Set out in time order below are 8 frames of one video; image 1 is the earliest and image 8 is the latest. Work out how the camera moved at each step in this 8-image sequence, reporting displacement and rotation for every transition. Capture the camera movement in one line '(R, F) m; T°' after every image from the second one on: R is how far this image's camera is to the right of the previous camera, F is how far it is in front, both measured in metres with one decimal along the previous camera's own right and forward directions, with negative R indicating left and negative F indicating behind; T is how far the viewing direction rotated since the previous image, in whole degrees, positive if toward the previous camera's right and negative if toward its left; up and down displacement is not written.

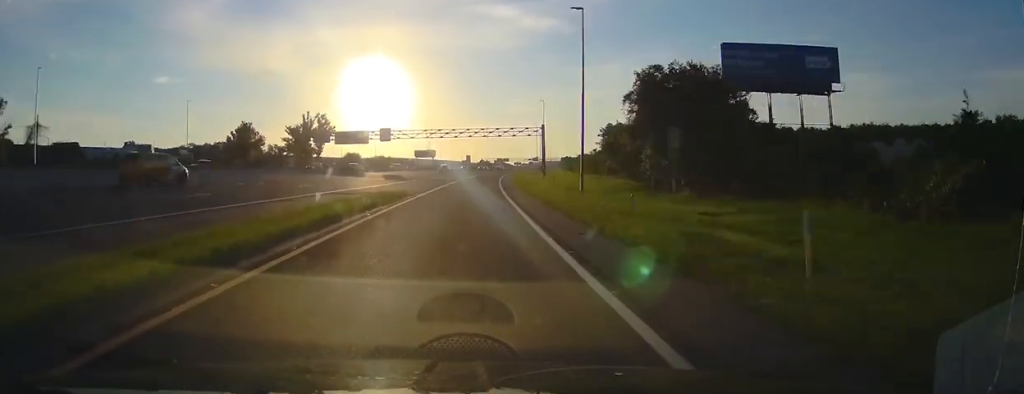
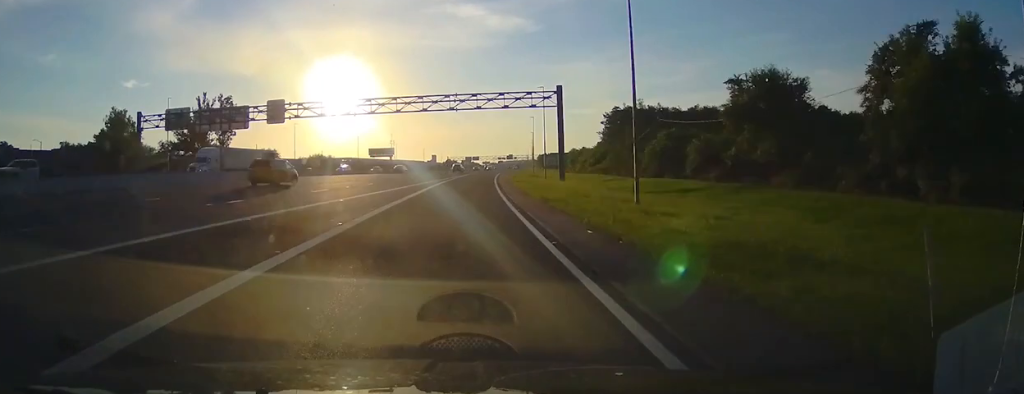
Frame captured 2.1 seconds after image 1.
(+0.9, +61.0) m; +3°
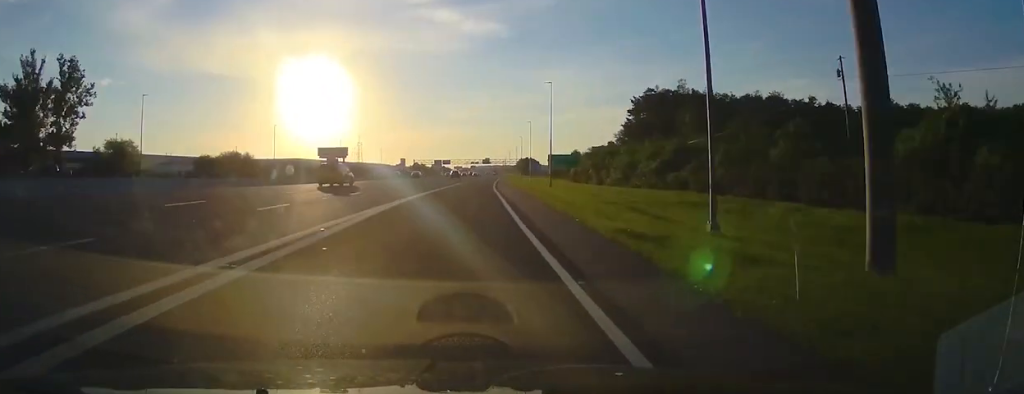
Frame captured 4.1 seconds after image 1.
(+3.2, +60.7) m; +2°
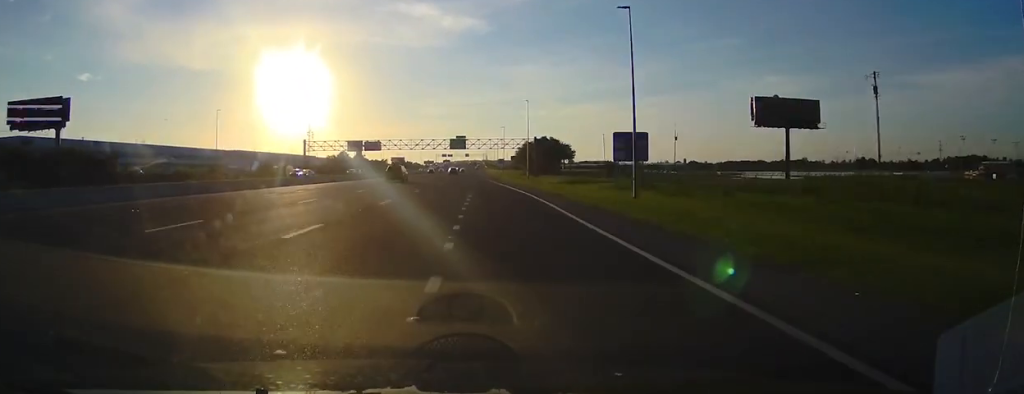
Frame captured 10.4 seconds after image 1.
(+2.9, +196.5) m; +1°
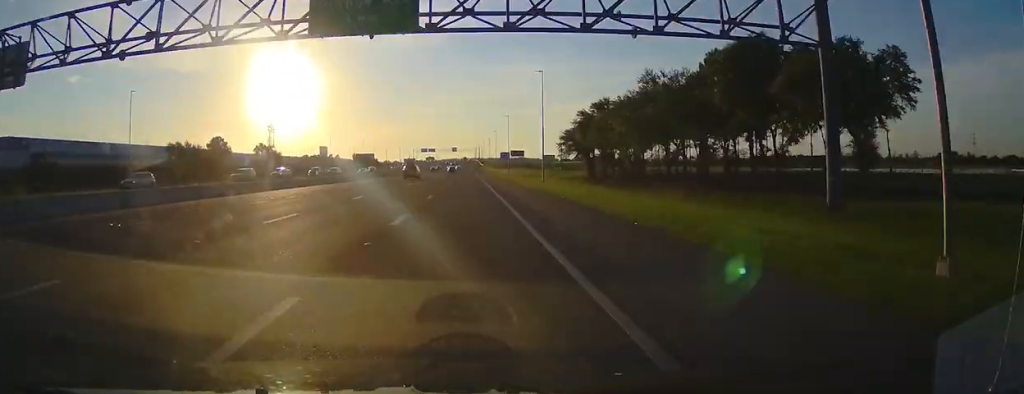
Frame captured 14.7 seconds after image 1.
(+1.1, +137.4) m; +1°
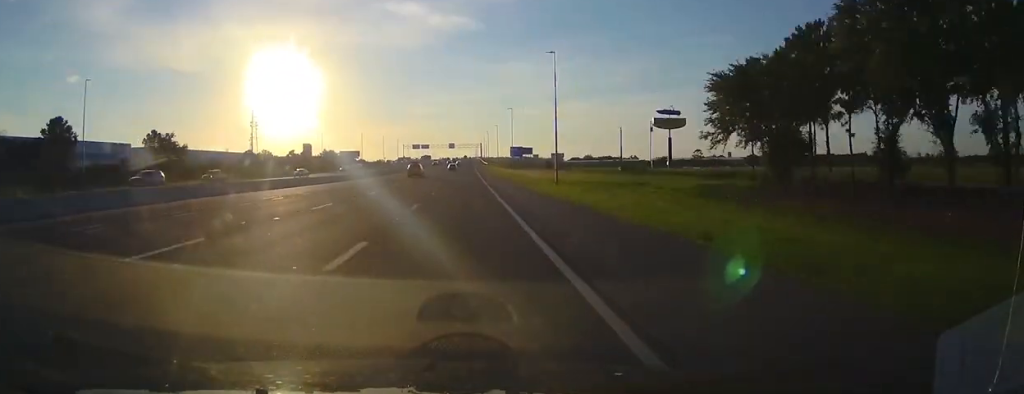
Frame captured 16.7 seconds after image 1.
(+1.6, +67.0) m; 0°
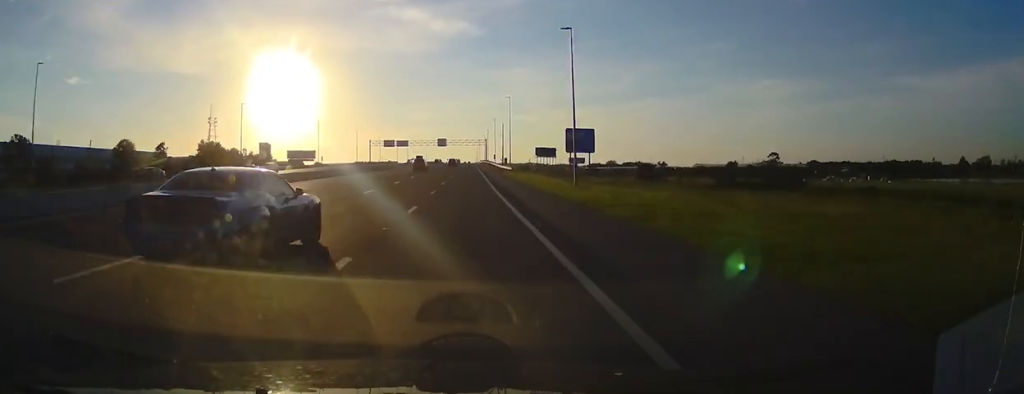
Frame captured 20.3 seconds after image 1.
(-1.0, +117.3) m; 0°
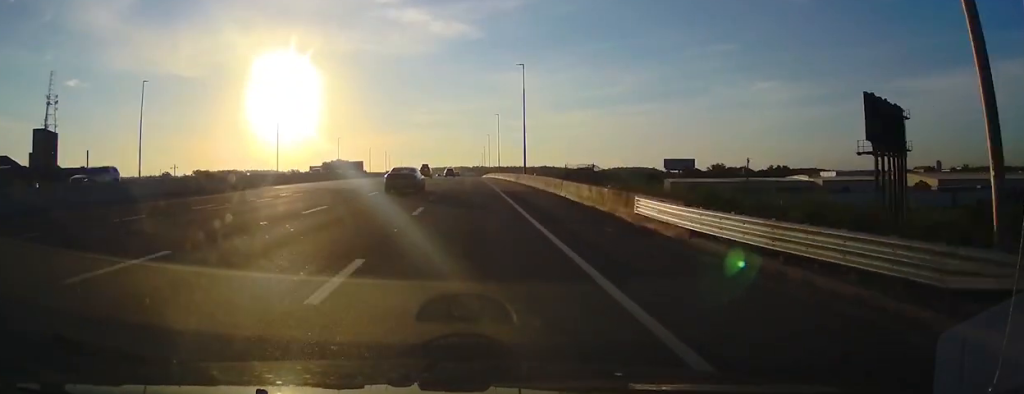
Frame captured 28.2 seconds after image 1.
(-0.9, +258.8) m; -1°
